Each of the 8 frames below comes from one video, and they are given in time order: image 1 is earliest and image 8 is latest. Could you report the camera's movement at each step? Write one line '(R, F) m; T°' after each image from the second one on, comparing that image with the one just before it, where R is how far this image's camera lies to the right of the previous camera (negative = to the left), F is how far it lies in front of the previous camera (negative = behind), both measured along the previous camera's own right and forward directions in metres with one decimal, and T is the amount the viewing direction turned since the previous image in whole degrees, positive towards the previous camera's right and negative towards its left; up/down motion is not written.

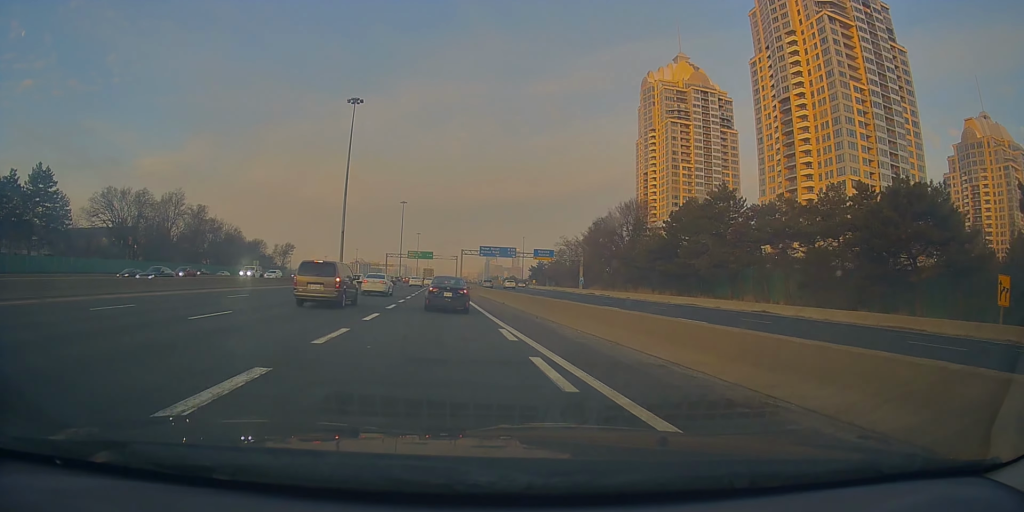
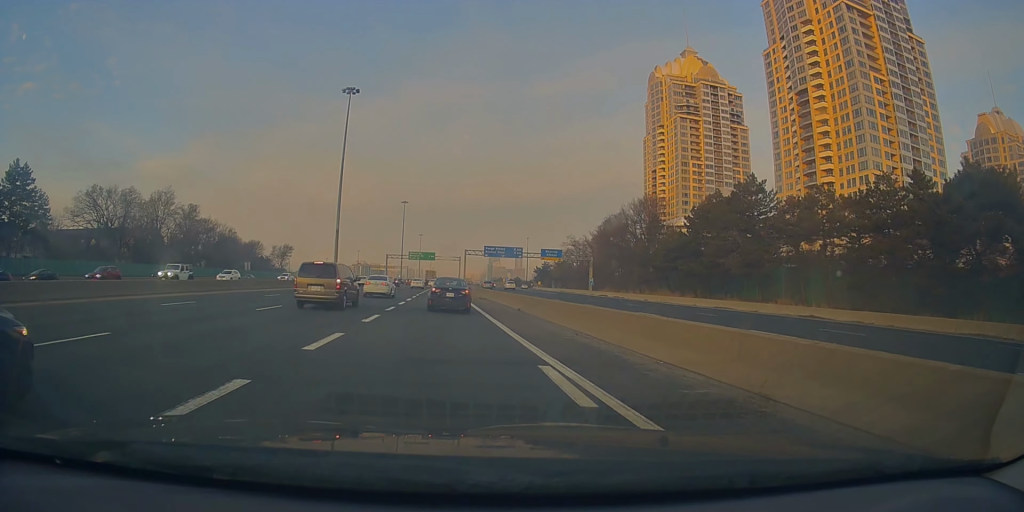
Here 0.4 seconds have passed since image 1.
(-0.1, +6.7) m; 0°
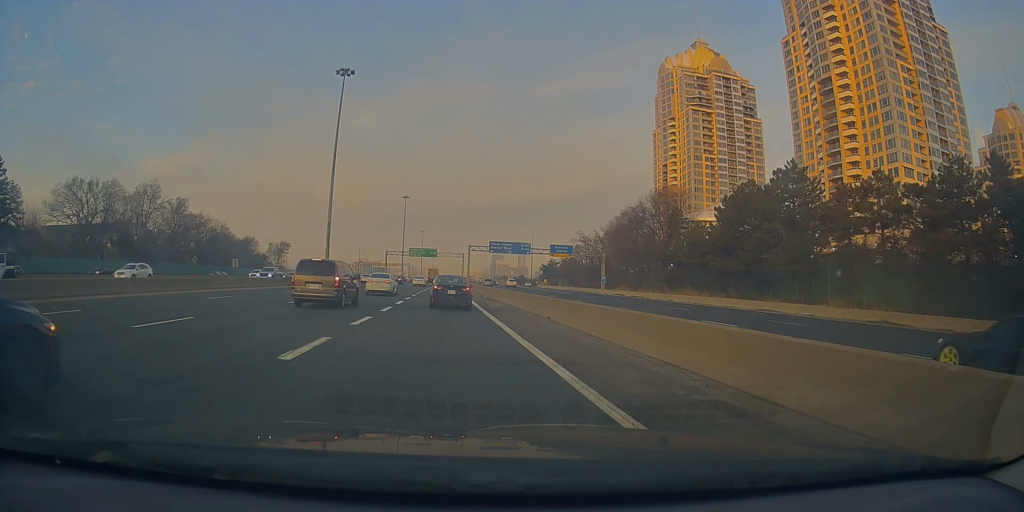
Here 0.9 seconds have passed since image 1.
(+0.2, +8.1) m; +1°
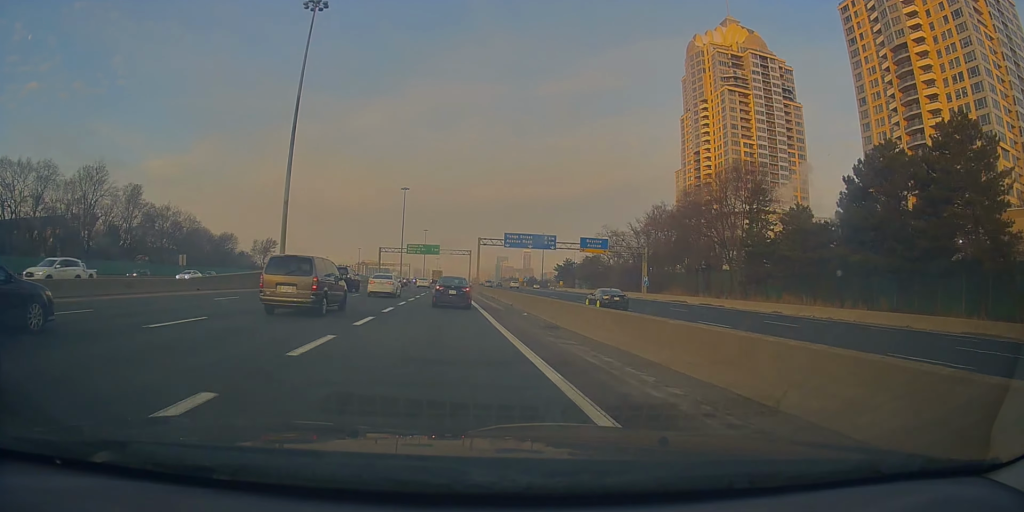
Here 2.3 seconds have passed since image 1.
(+0.4, +23.2) m; 0°
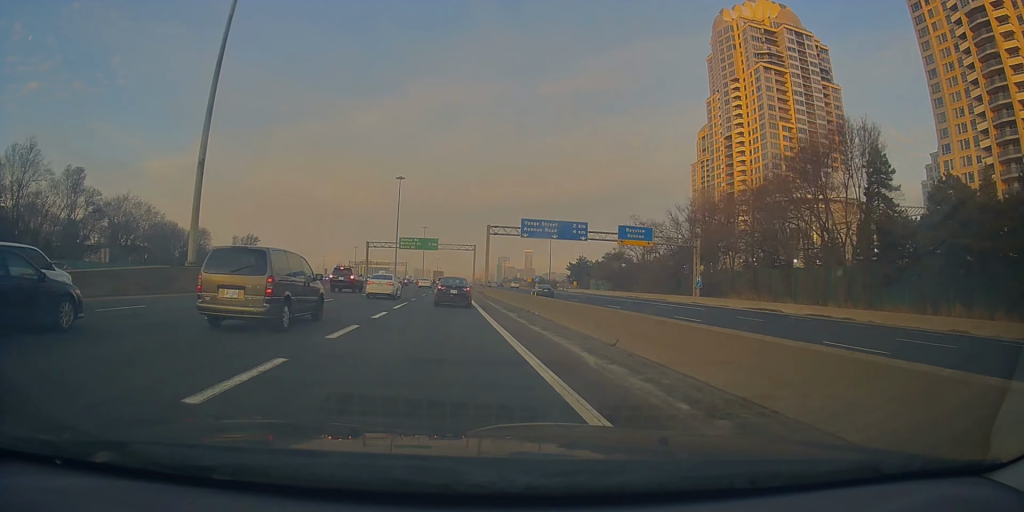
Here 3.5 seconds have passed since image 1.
(-0.3, +21.2) m; 0°
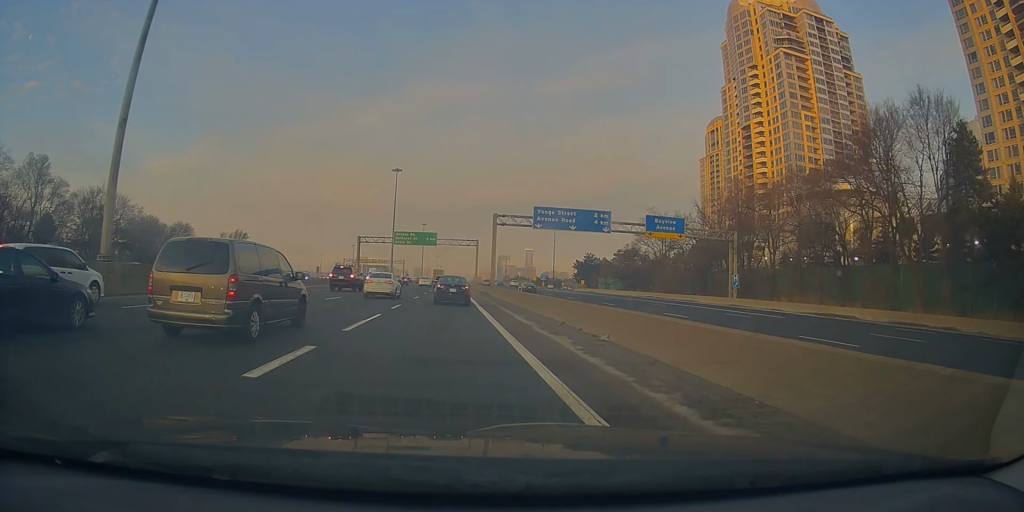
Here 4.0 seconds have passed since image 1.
(-0.1, +10.6) m; +1°
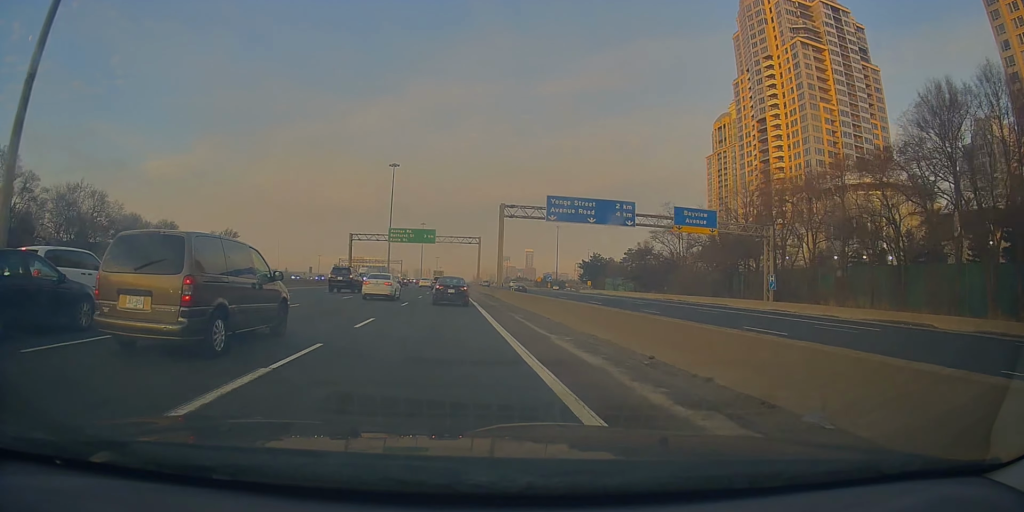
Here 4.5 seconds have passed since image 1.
(+0.1, +8.2) m; +1°
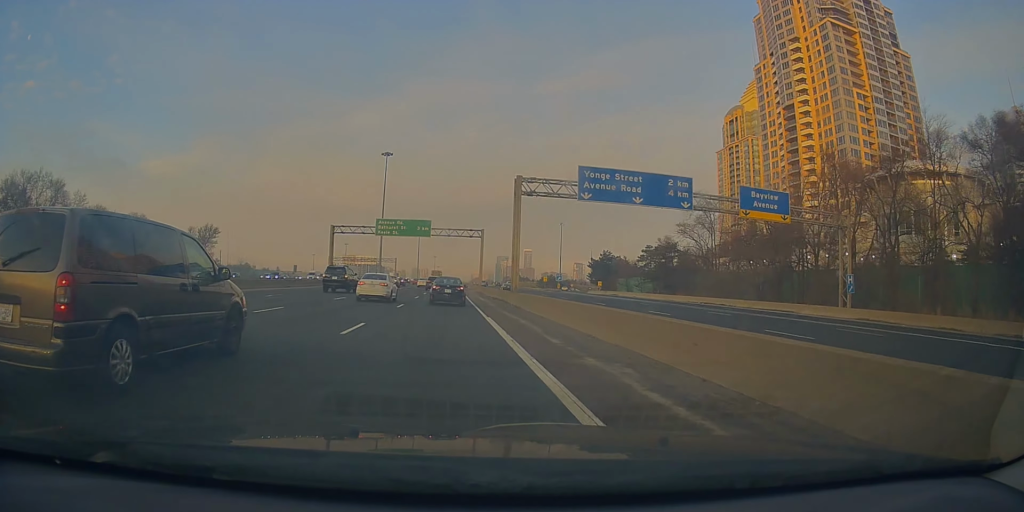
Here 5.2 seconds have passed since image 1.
(+0.4, +13.6) m; +2°
